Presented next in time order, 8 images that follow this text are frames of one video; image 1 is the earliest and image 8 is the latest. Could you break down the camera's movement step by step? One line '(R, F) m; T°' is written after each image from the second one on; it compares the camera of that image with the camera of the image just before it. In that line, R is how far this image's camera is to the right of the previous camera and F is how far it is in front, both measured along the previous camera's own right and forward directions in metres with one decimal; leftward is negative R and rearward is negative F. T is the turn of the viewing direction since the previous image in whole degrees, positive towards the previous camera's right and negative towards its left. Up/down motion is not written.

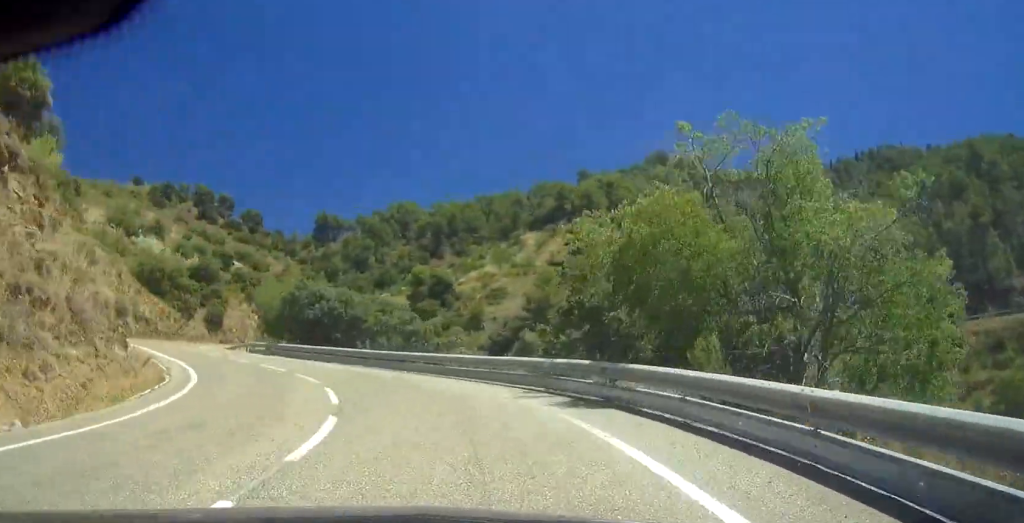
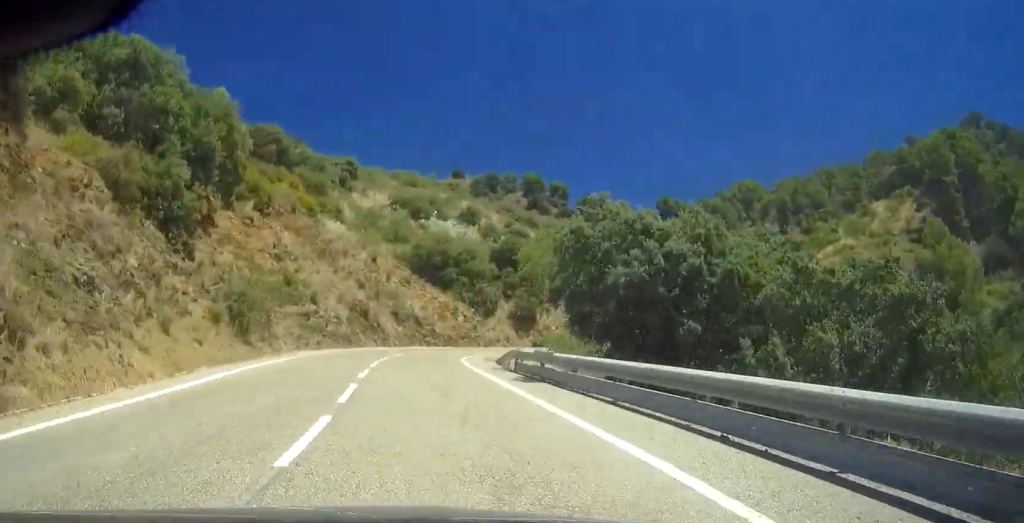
(-6.2, +25.3) m; -2°
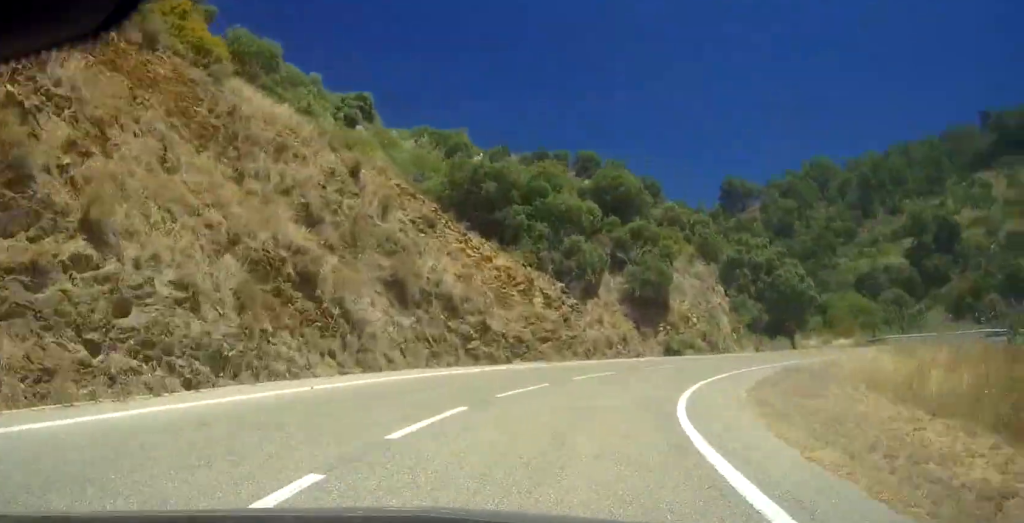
(-2.1, +34.6) m; +13°
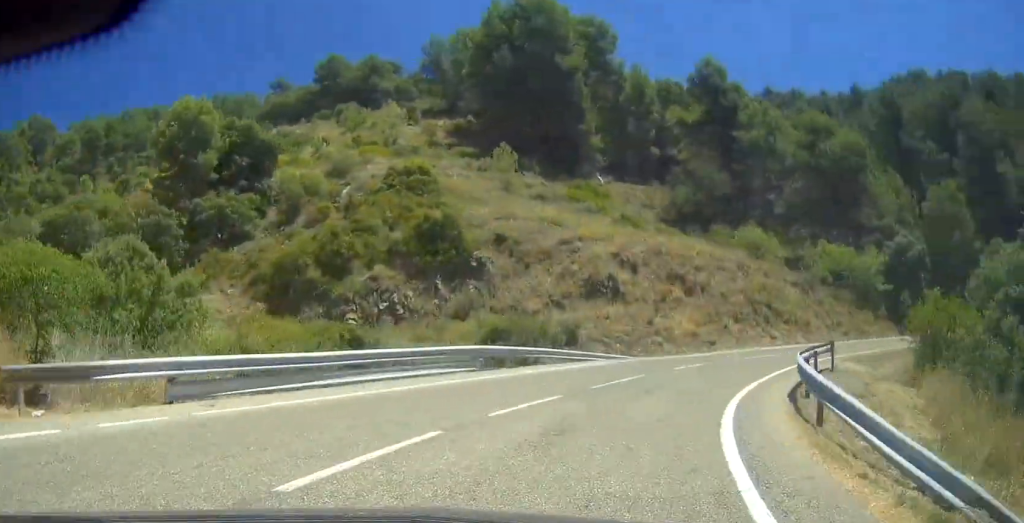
(+16.4, +40.2) m; +58°
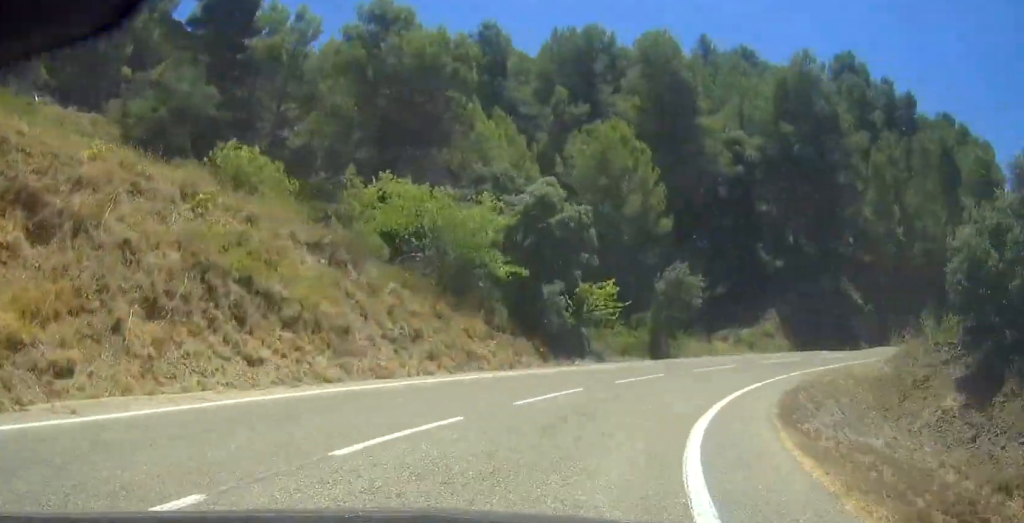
(+4.5, +26.9) m; +36°
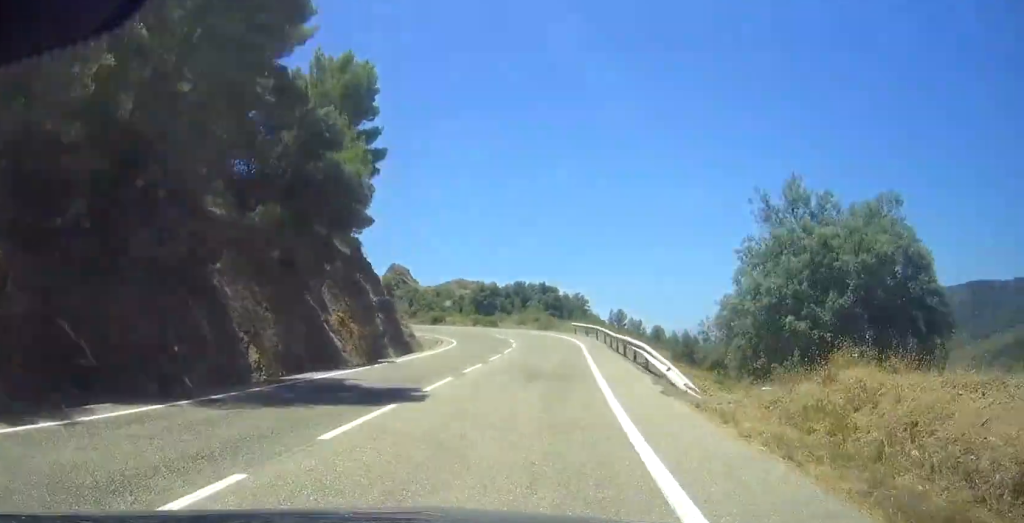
(+22.8, +45.8) m; +32°
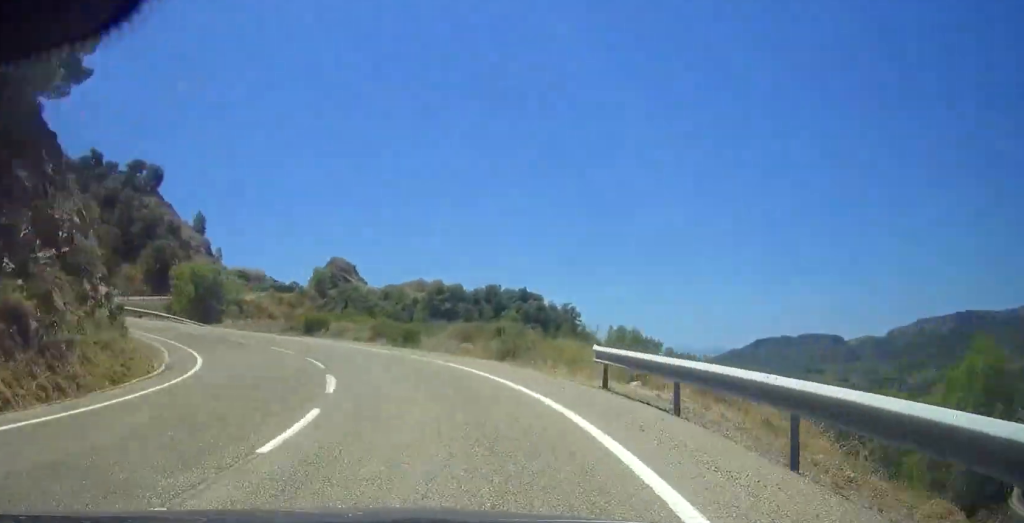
(+4.9, +35.1) m; -9°
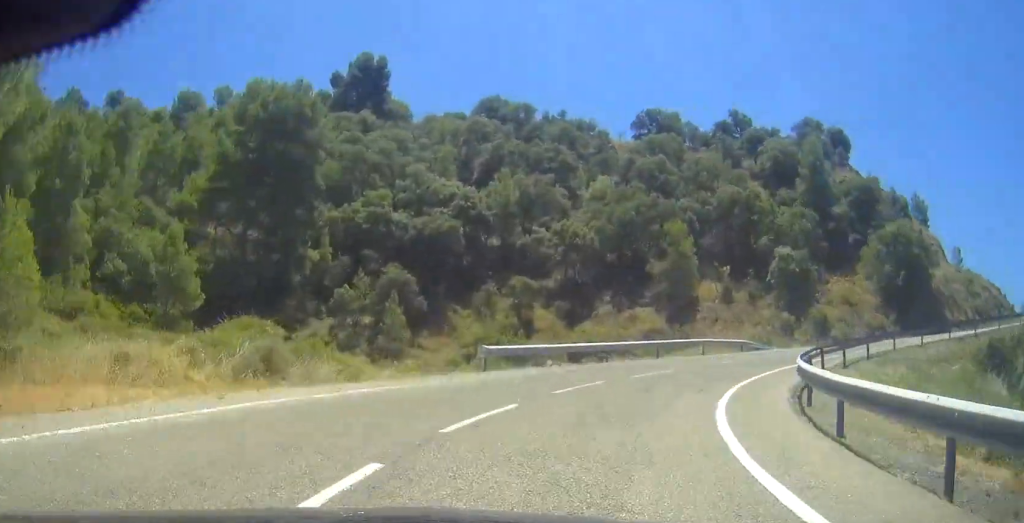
(-14.9, +64.2) m; -5°
